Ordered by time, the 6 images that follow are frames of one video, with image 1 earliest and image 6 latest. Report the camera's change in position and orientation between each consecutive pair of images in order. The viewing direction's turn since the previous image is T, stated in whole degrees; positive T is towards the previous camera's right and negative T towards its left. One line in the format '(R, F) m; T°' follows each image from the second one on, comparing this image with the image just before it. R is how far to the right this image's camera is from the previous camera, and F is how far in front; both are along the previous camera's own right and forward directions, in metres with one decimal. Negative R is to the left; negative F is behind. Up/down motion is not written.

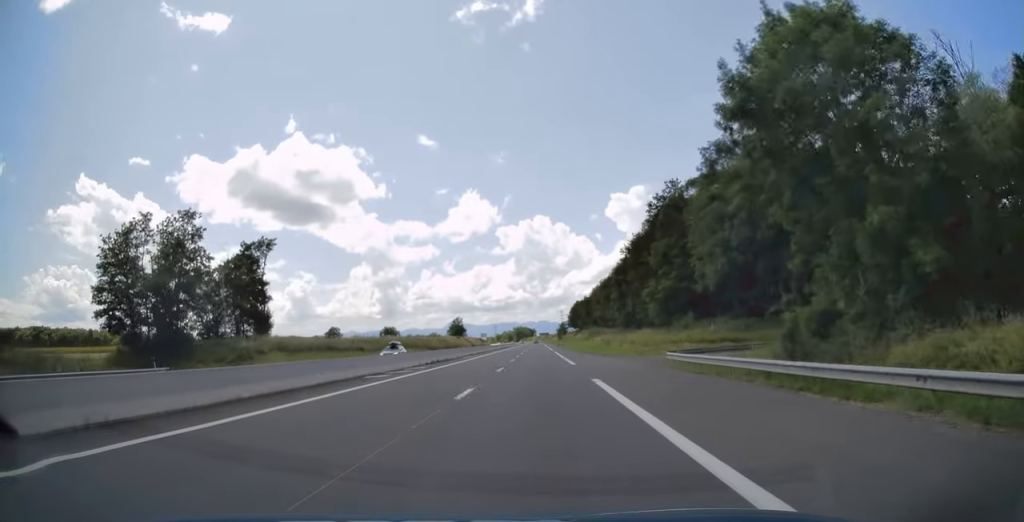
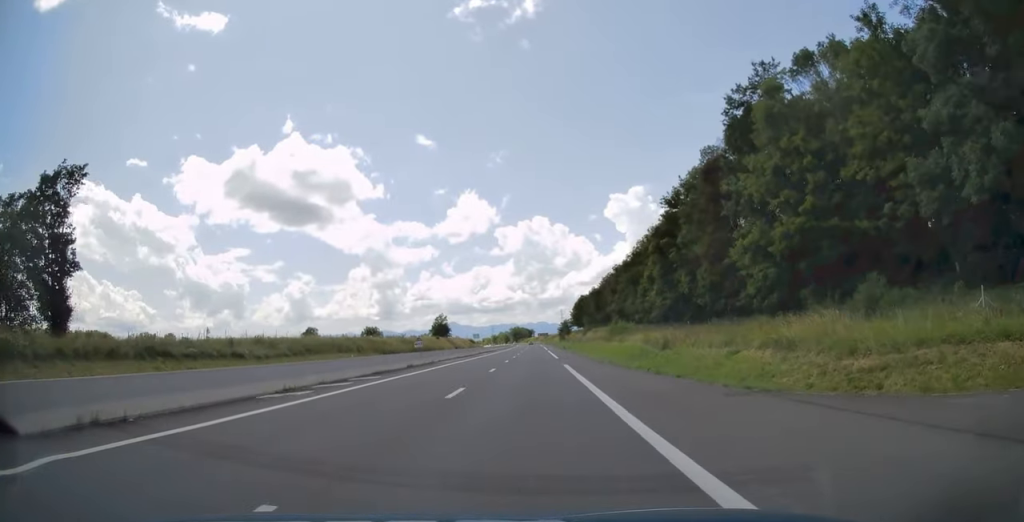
(-0.1, +38.1) m; 0°
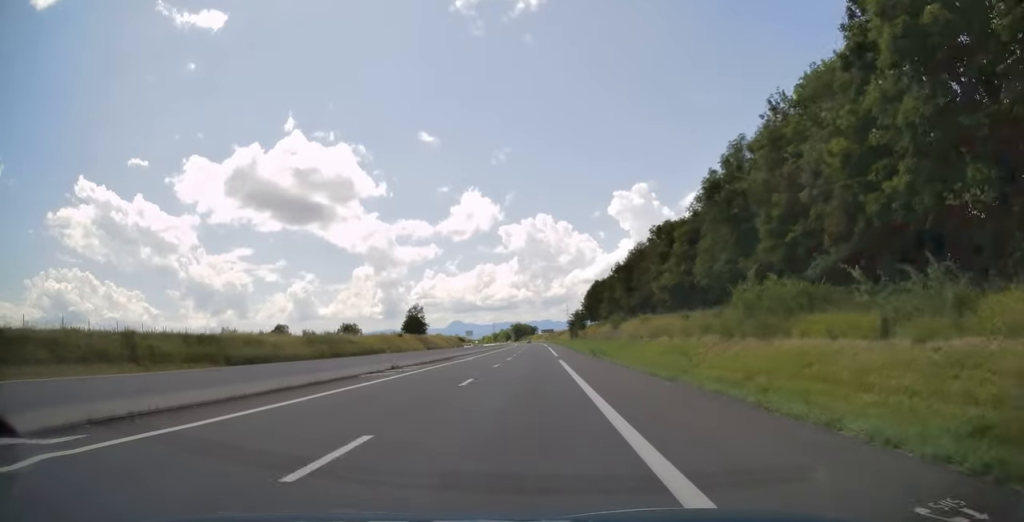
(-0.4, +47.7) m; -1°
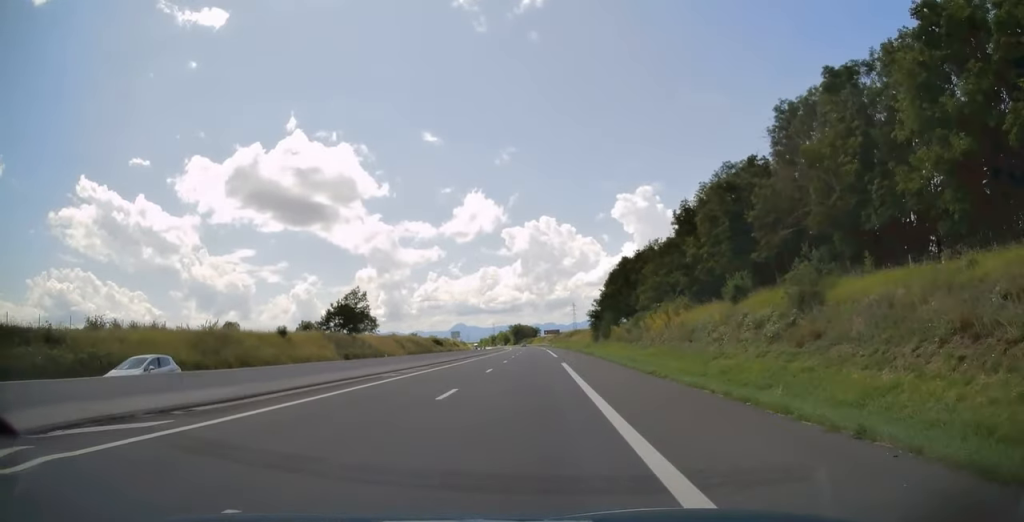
(+0.3, +55.9) m; 0°
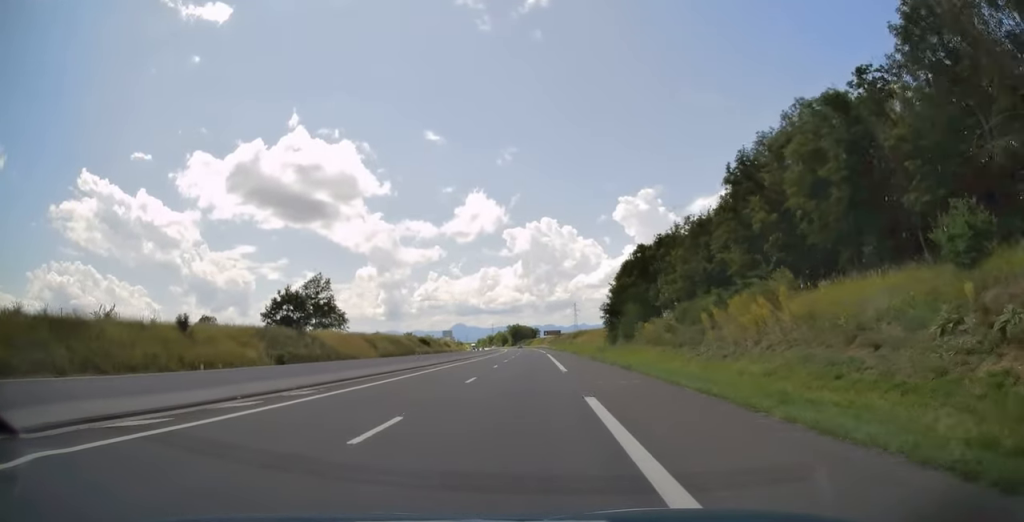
(+0.1, +19.3) m; 0°
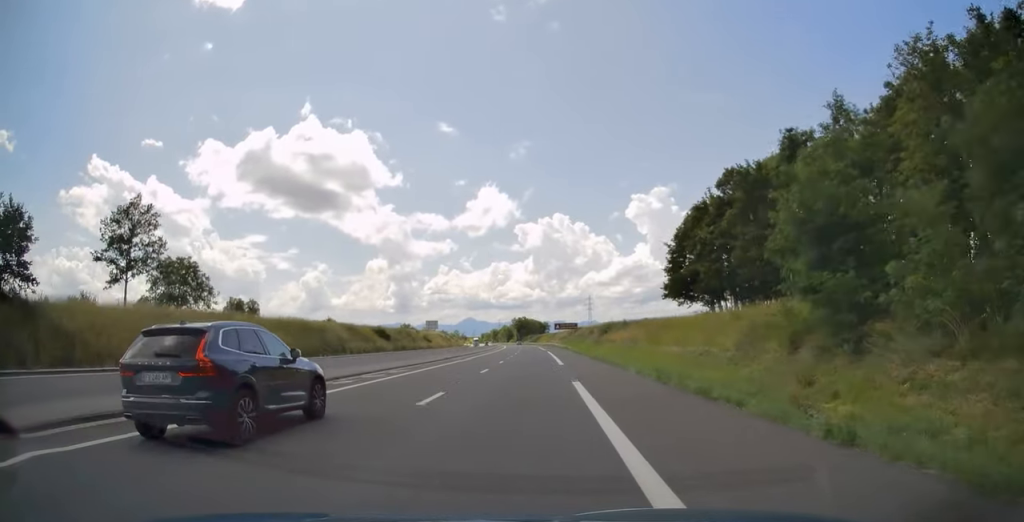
(-0.6, +46.5) m; -1°
